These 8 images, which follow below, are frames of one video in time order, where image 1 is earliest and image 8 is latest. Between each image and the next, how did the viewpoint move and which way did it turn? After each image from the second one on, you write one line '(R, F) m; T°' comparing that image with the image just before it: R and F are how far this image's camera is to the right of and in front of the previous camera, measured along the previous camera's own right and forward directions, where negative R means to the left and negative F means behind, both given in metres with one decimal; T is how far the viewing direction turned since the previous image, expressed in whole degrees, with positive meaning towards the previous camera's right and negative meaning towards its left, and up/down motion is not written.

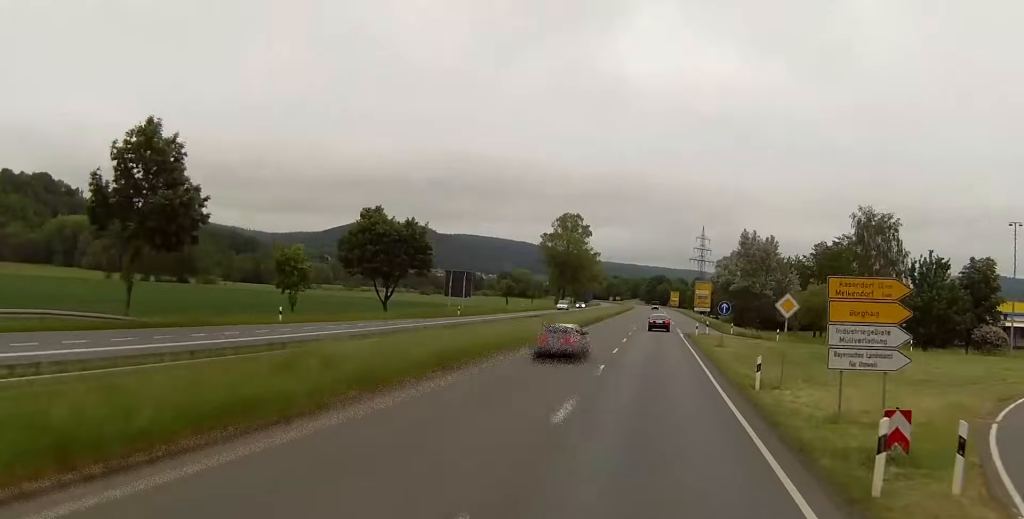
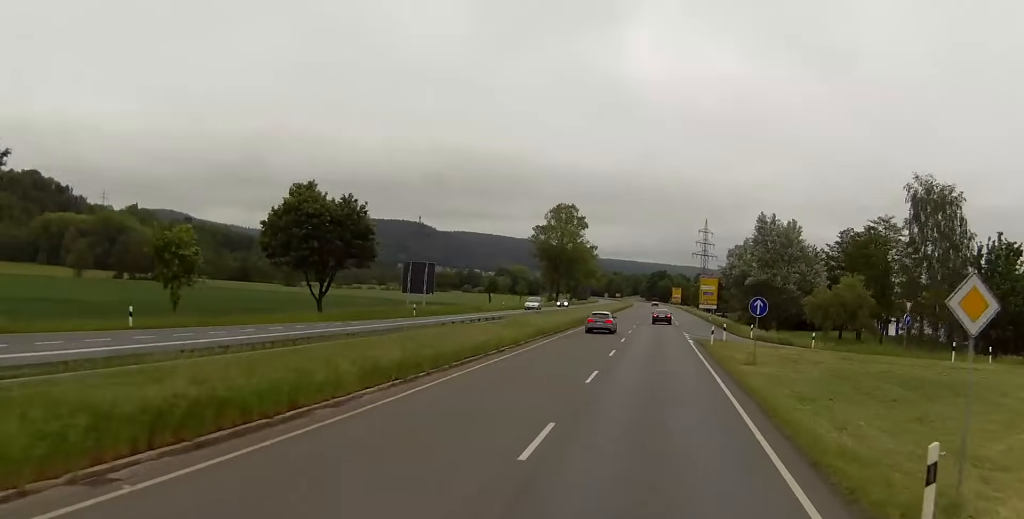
(+0.1, +16.6) m; 0°
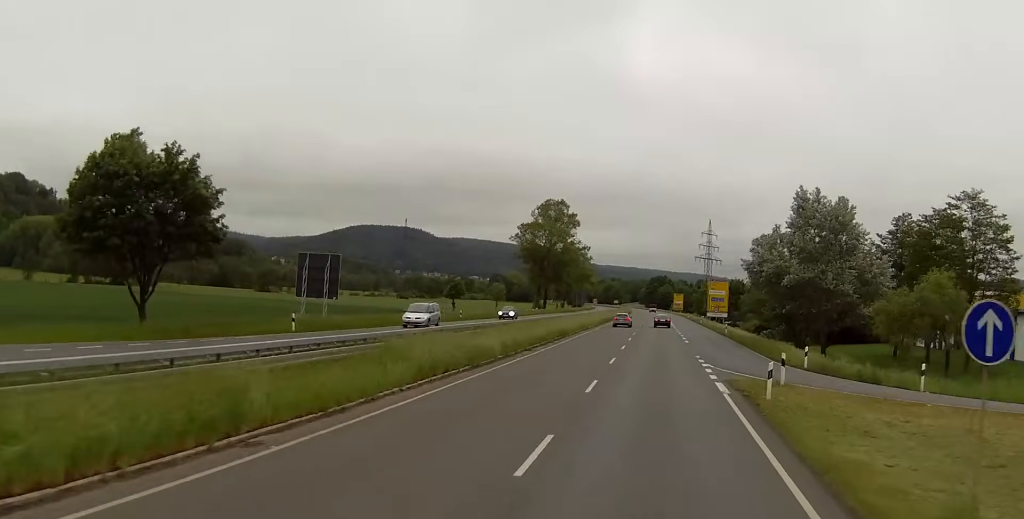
(-0.3, +24.5) m; 0°
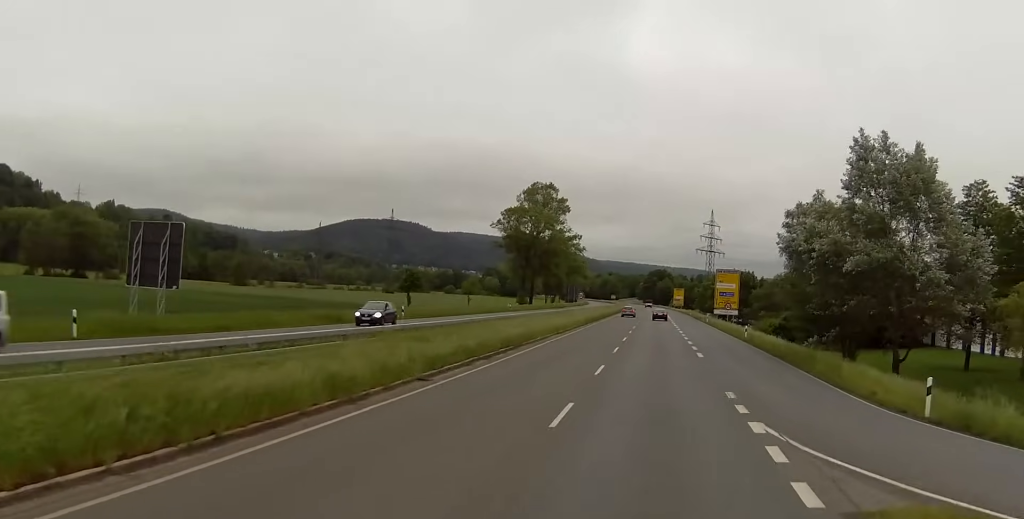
(+0.2, +19.8) m; 0°
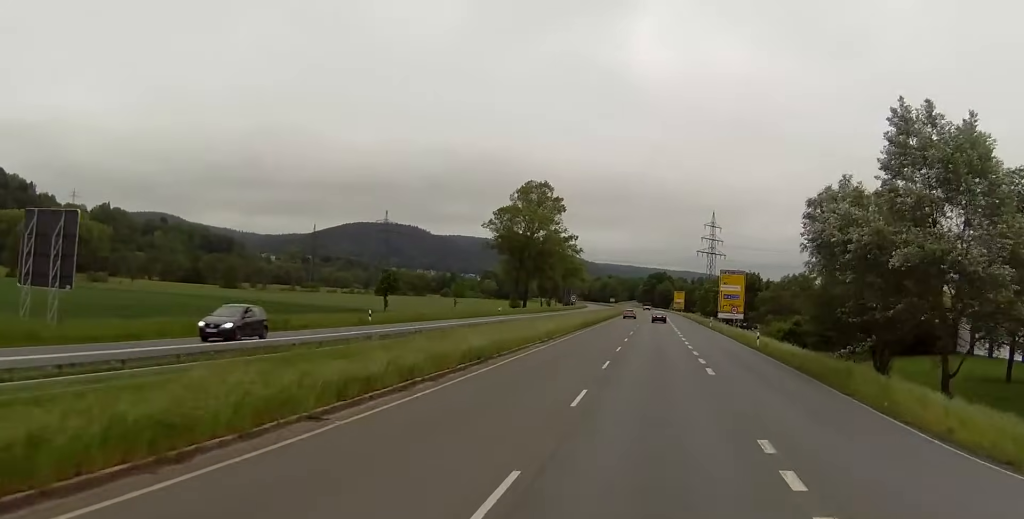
(+0.2, +7.9) m; -1°
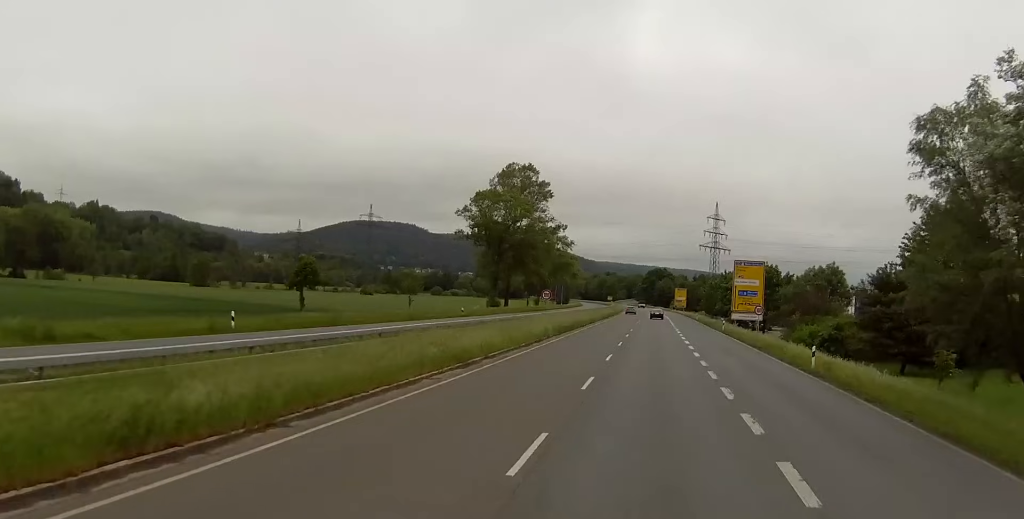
(-0.6, +20.4) m; -1°
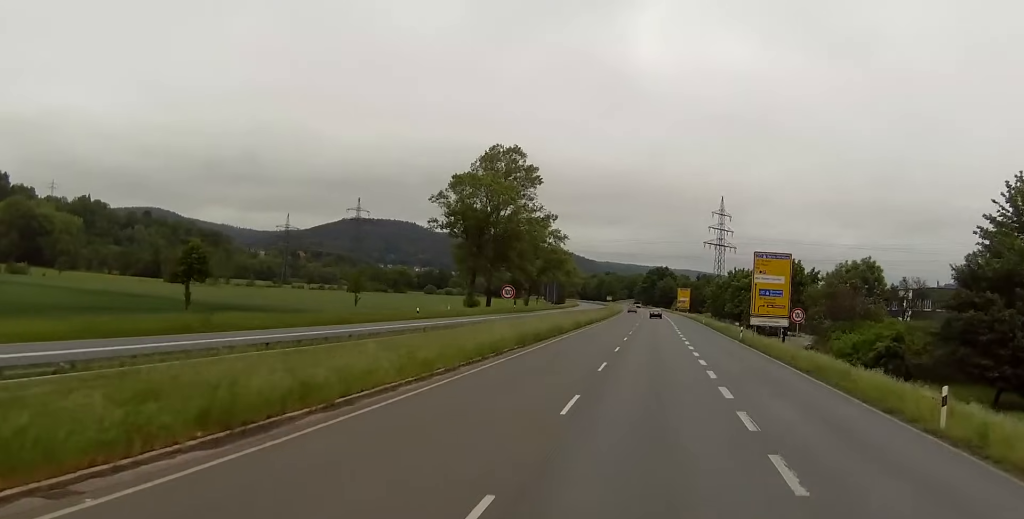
(+0.3, +17.0) m; +1°
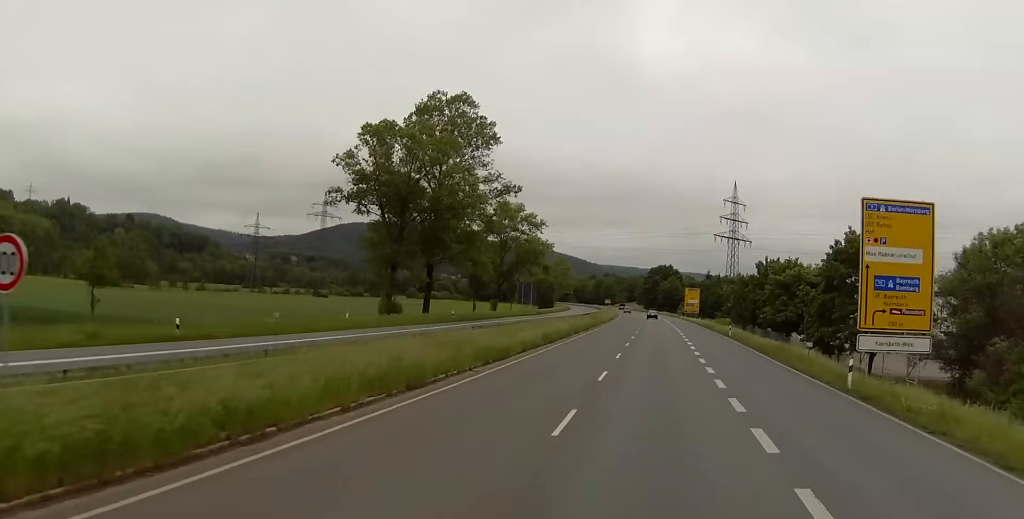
(+0.3, +37.9) m; 0°
